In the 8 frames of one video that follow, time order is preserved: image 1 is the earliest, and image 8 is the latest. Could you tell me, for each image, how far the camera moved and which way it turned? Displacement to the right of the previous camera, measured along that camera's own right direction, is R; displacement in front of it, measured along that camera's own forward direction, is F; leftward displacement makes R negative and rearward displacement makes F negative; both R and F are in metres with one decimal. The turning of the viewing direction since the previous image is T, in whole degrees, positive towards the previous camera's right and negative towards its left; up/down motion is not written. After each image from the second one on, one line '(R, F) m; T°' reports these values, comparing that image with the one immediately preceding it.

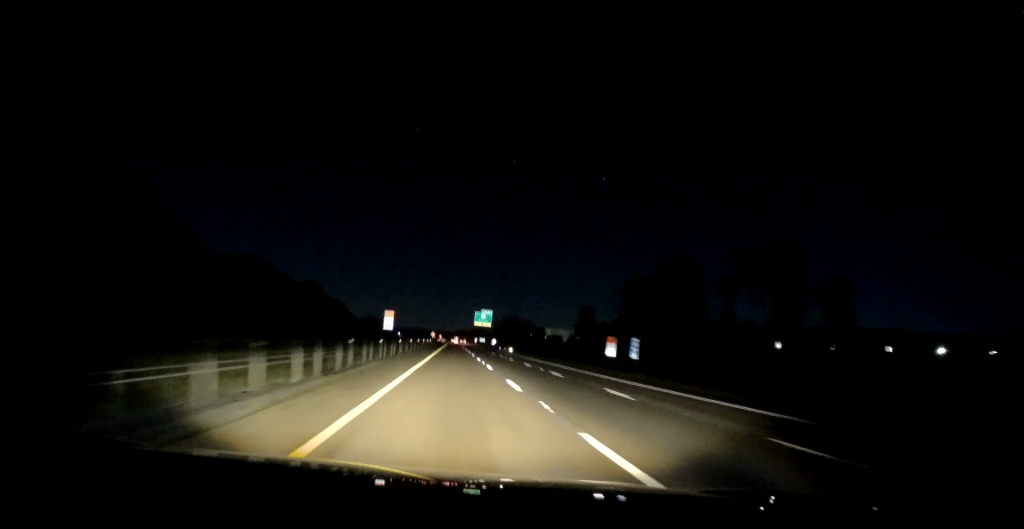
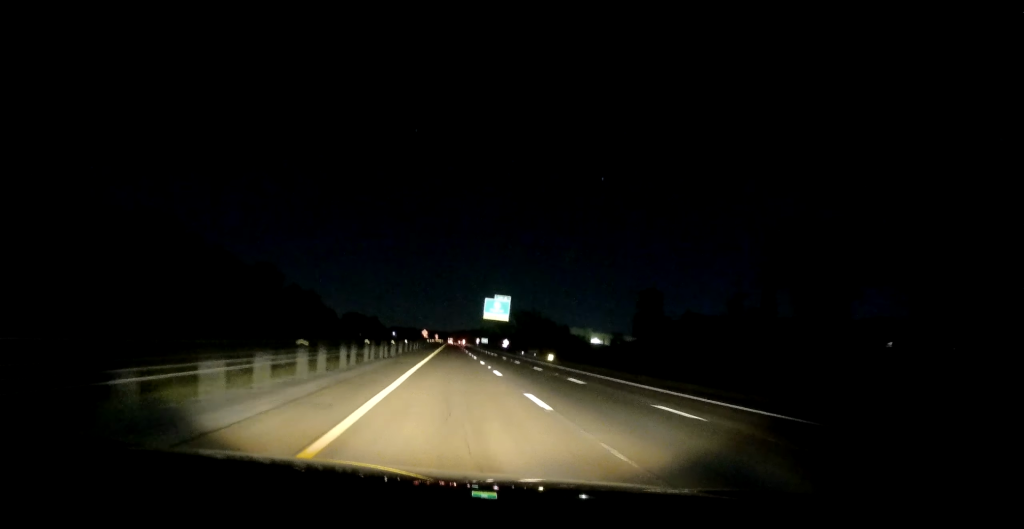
(-0.1, +53.8) m; 0°
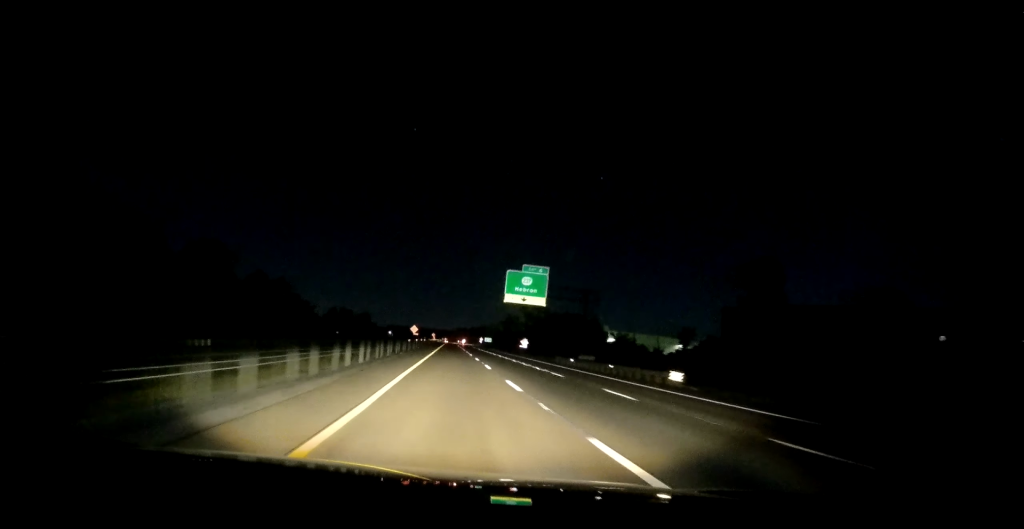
(+0.3, +43.3) m; 0°
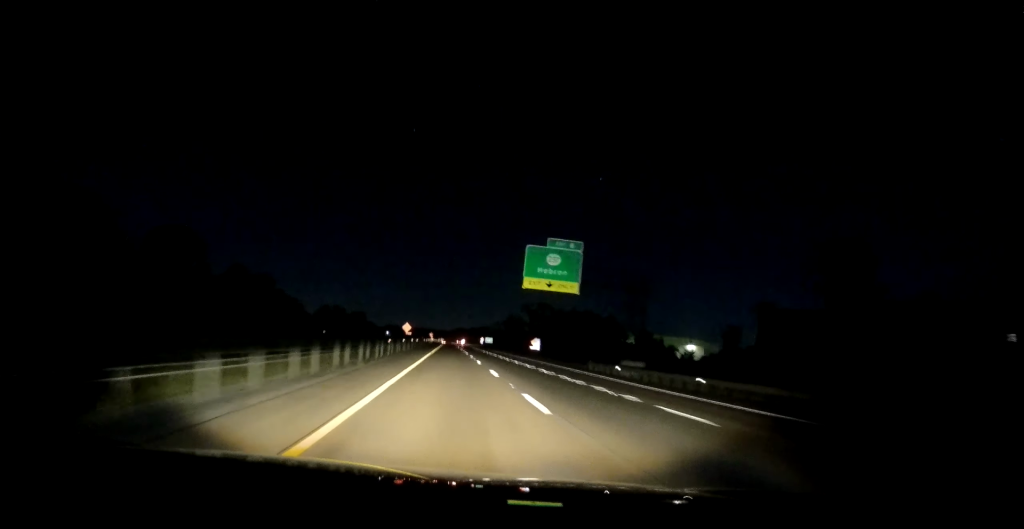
(-0.2, +17.5) m; 0°
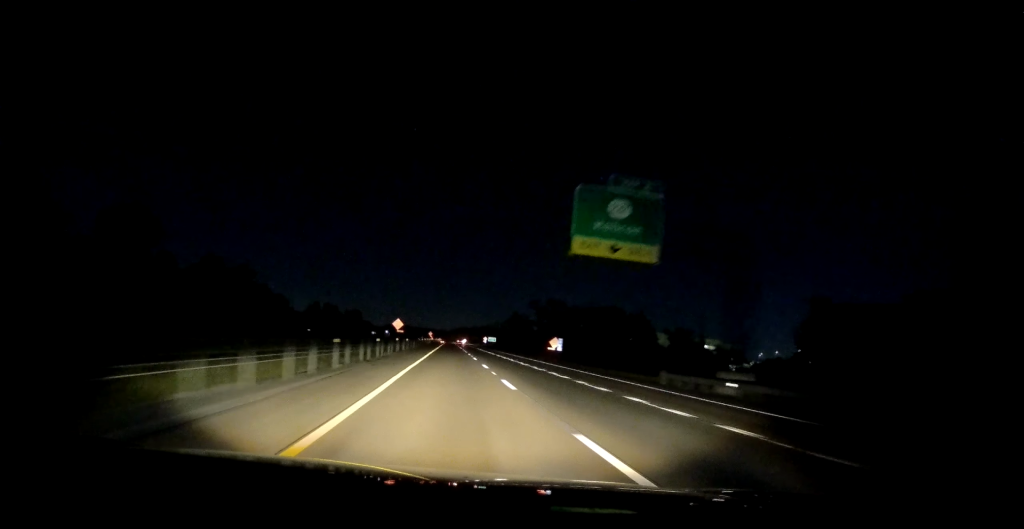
(+0.1, +18.7) m; 0°
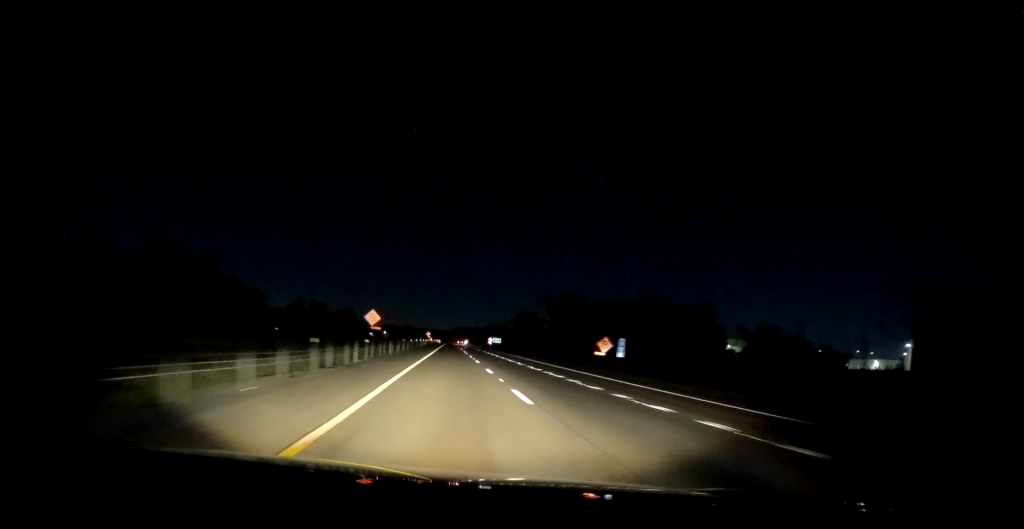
(+0.2, +28.1) m; 0°
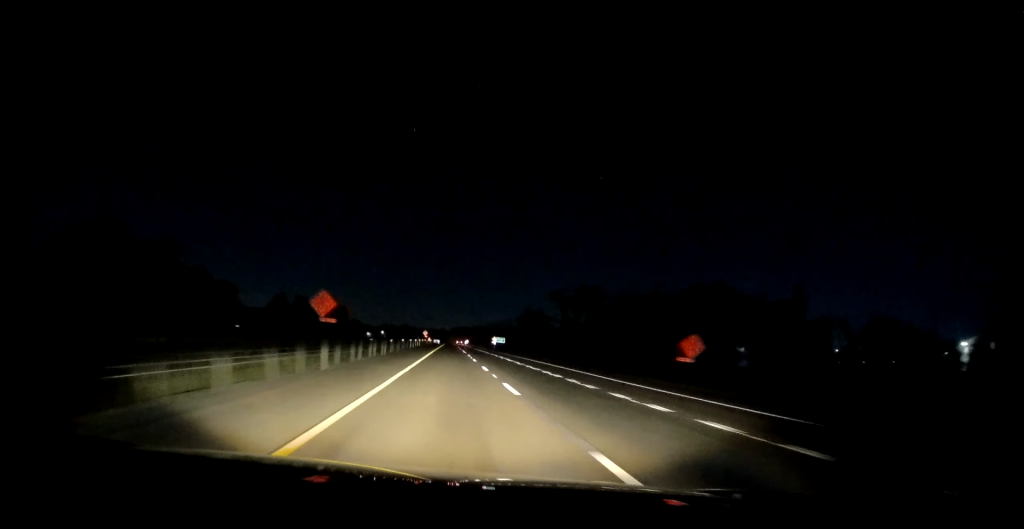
(-0.3, +22.2) m; 0°
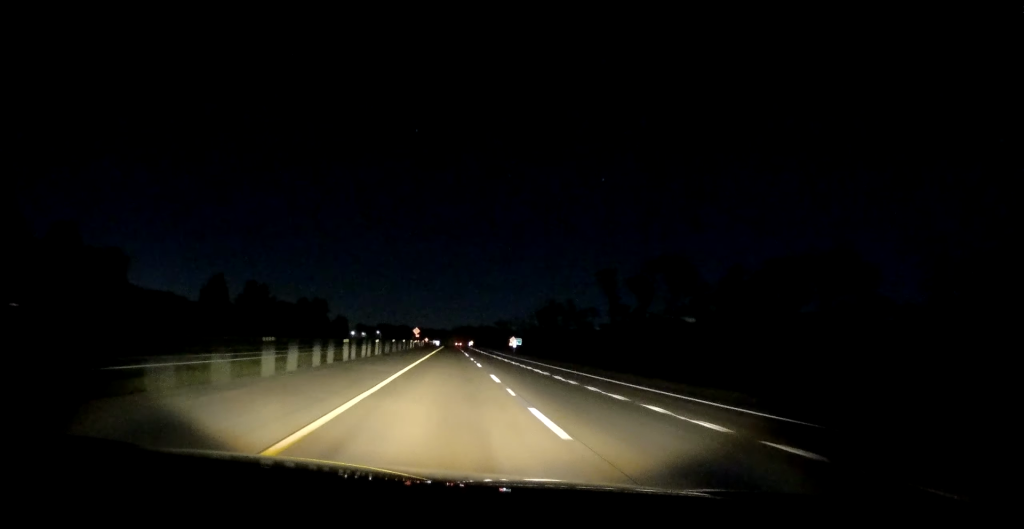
(+0.3, +55.6) m; 0°
